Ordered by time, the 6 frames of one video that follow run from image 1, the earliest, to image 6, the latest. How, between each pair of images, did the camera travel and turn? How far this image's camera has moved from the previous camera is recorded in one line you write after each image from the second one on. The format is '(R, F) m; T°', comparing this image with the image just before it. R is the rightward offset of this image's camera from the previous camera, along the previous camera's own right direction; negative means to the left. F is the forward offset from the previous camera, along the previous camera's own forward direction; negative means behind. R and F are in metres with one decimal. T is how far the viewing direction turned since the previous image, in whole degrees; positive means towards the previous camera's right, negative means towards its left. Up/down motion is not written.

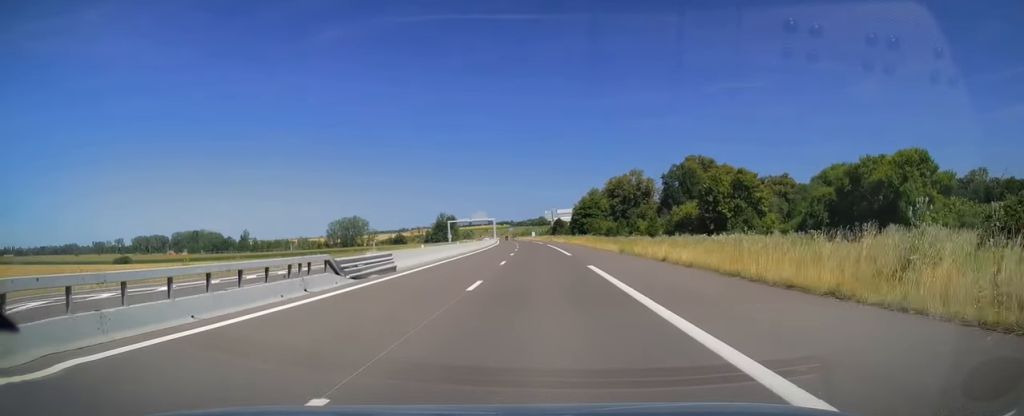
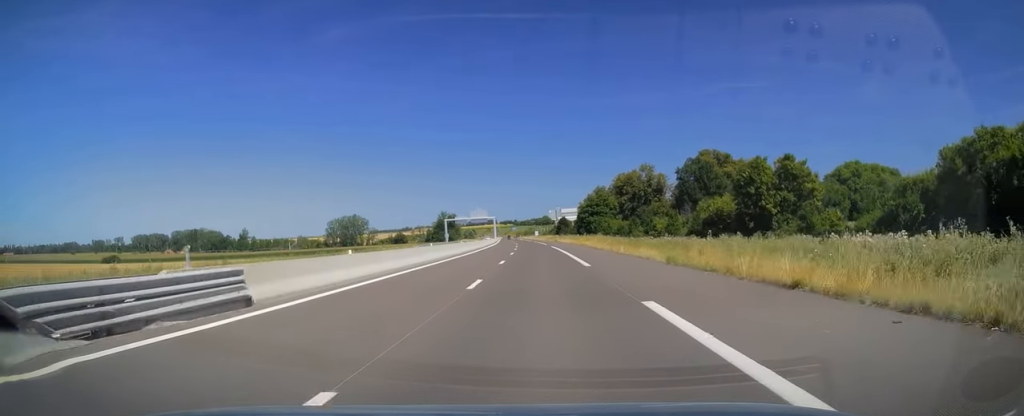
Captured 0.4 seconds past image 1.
(0.0, +12.8) m; 0°
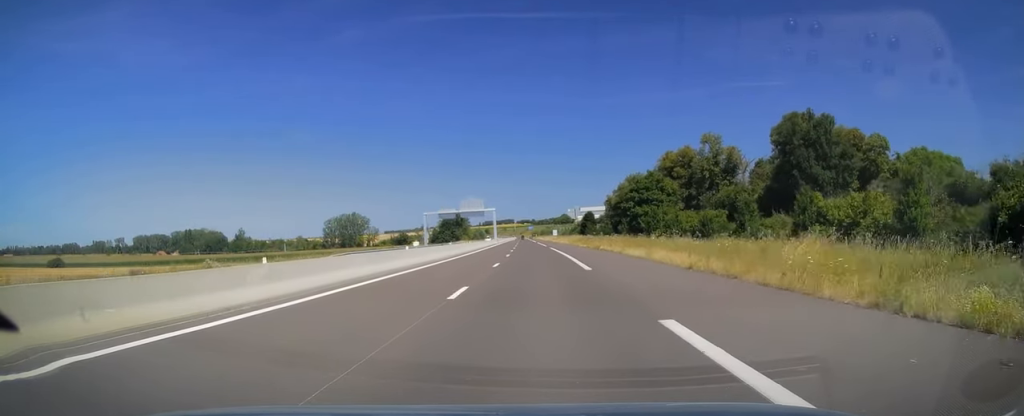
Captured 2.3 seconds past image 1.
(0.0, +54.1) m; -1°
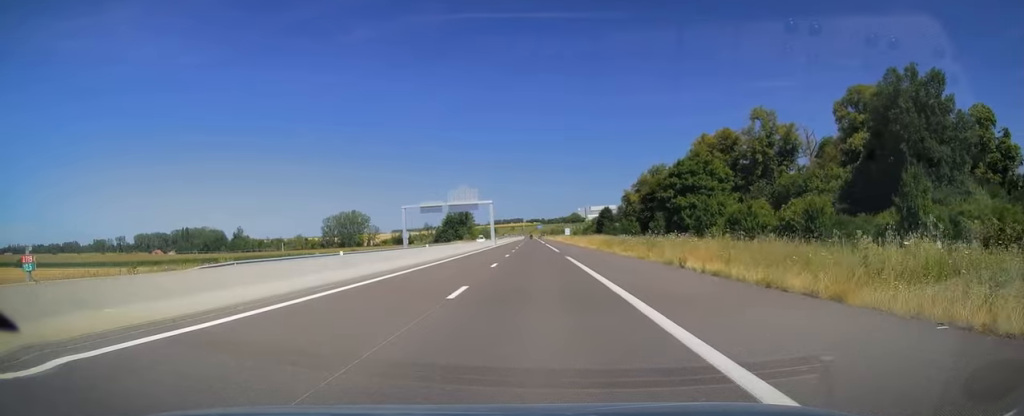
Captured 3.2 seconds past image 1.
(-0.4, +26.1) m; -2°
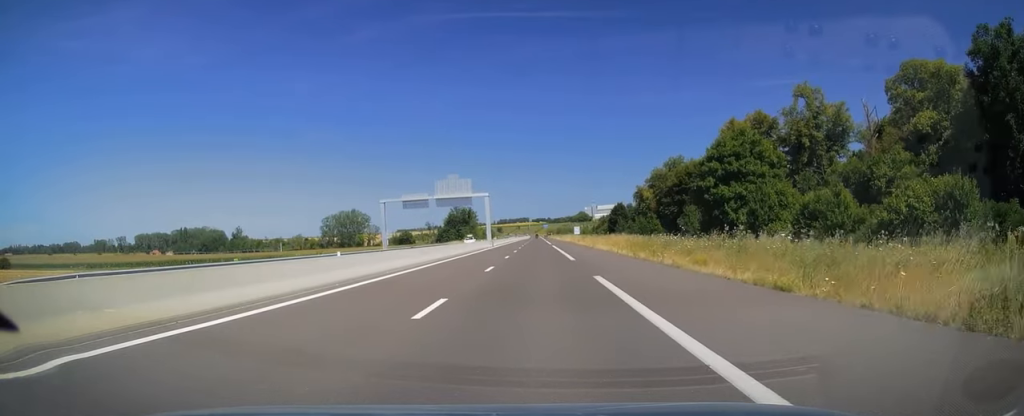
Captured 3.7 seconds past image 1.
(-0.2, +16.2) m; -1°
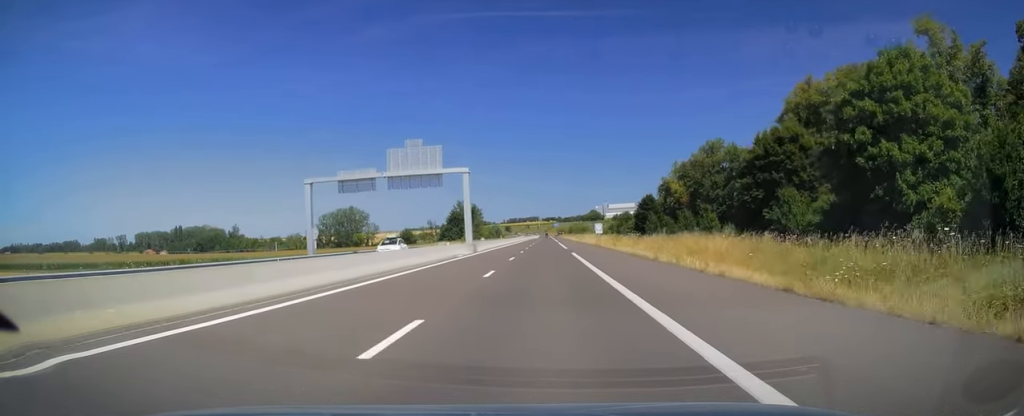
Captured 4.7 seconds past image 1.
(-0.2, +29.5) m; -1°
